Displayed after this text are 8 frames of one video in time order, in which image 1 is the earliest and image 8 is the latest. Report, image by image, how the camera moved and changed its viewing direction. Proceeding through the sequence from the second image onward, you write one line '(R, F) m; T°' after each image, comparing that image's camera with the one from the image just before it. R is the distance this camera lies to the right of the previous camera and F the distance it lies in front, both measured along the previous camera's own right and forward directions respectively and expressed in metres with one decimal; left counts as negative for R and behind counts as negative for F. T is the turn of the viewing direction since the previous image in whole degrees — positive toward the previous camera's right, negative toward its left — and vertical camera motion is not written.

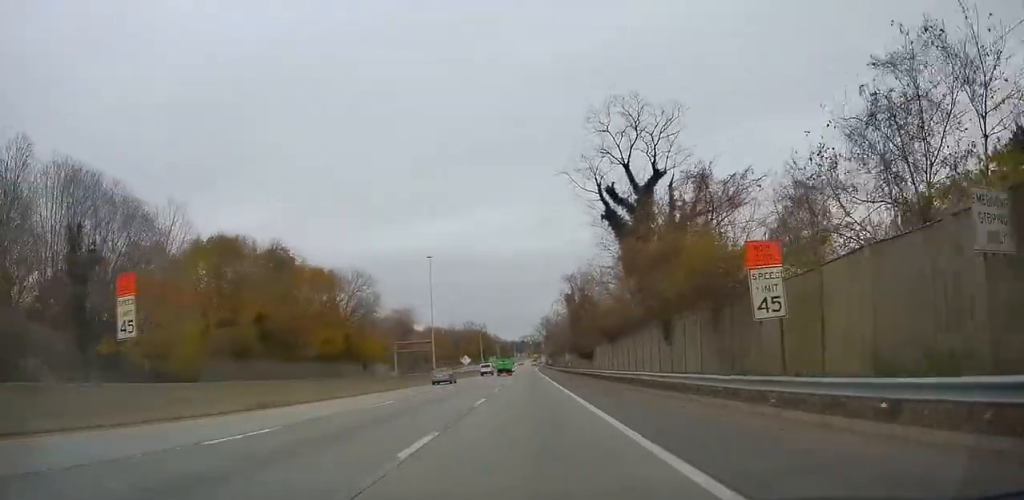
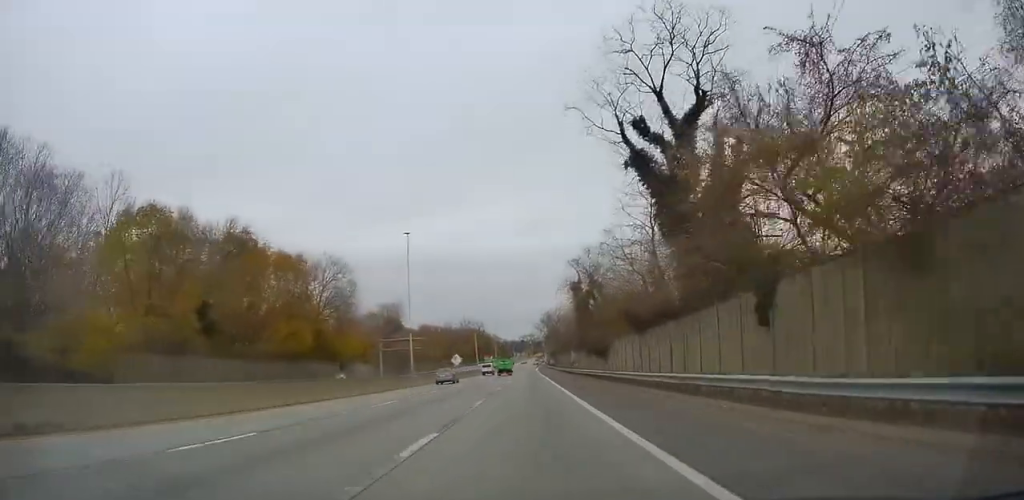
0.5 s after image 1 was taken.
(+0.1, +12.6) m; 0°
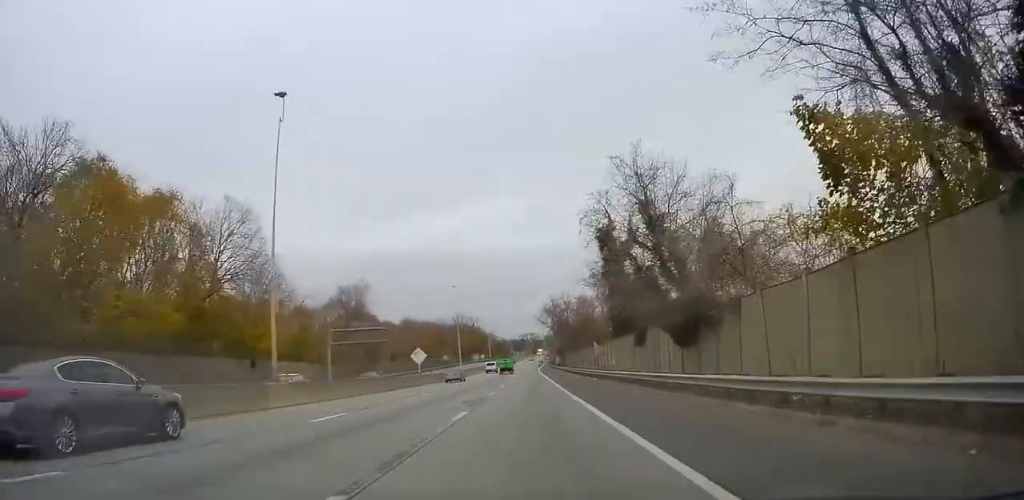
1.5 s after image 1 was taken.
(-0.3, +30.1) m; -1°
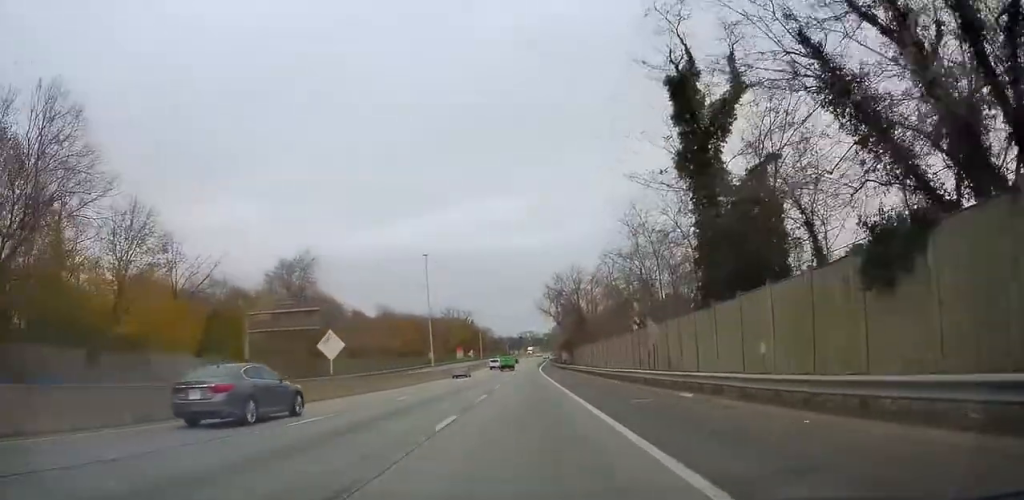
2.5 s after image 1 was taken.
(0.0, +25.6) m; 0°
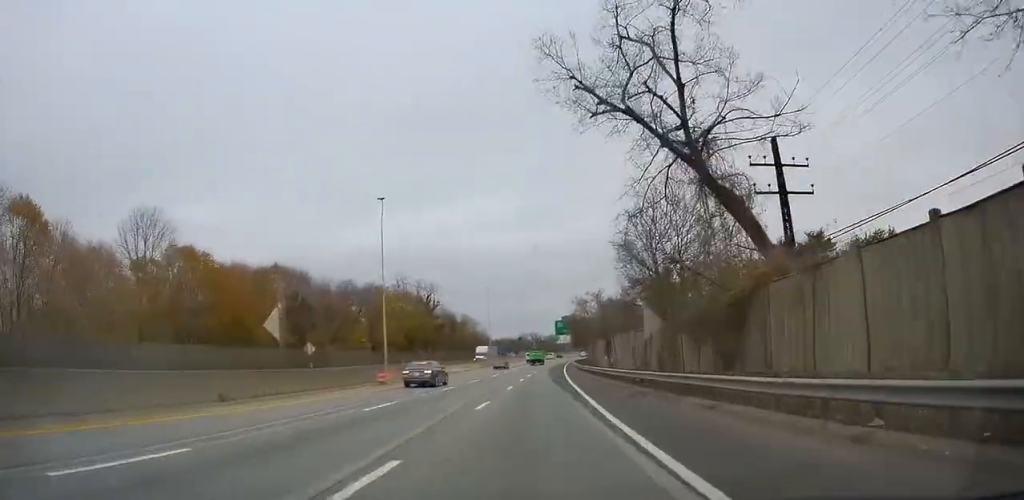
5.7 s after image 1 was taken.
(+0.4, +91.6) m; 0°
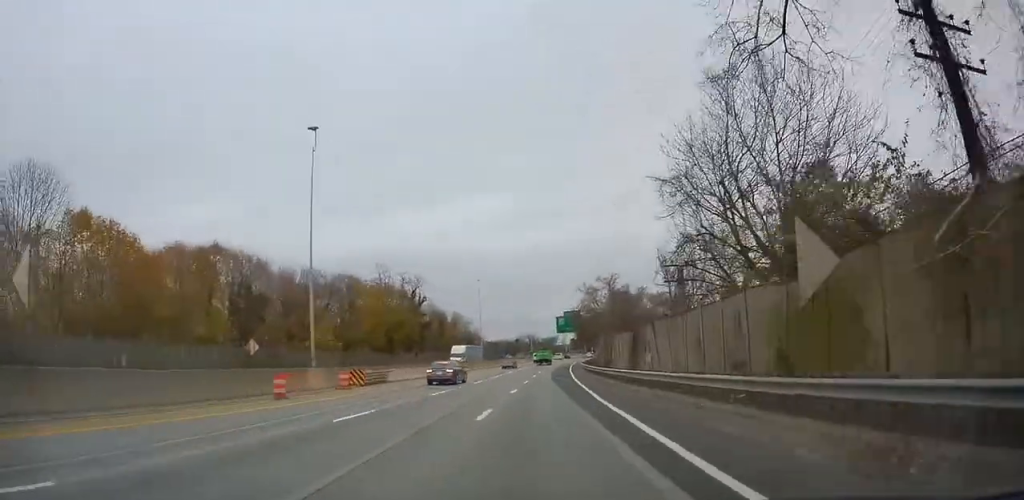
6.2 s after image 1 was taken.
(+0.2, +15.9) m; 0°
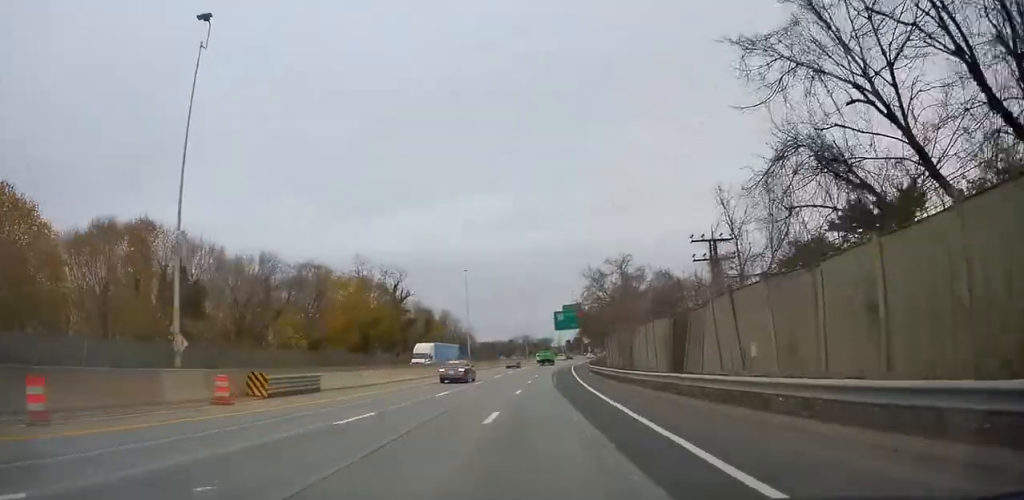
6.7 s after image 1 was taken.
(-0.1, +13.0) m; 0°
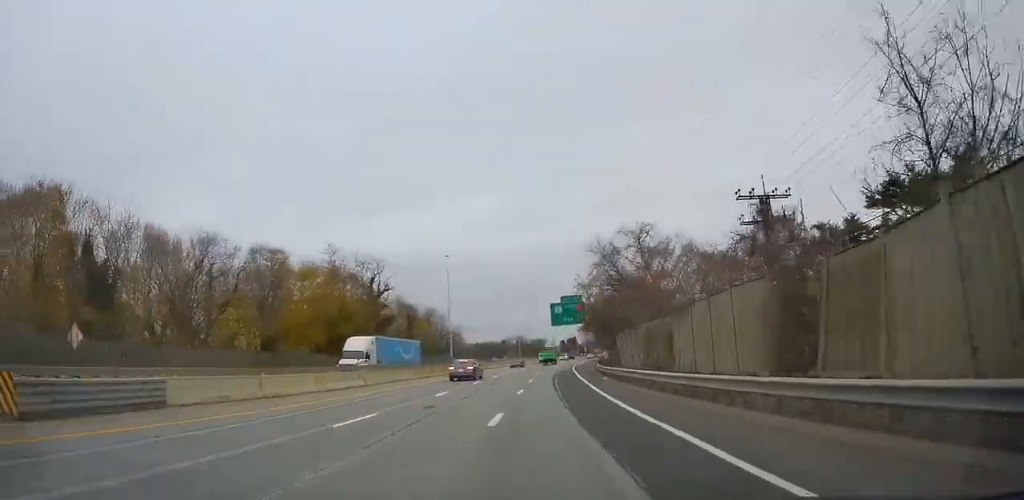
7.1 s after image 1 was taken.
(-0.1, +13.0) m; 0°
